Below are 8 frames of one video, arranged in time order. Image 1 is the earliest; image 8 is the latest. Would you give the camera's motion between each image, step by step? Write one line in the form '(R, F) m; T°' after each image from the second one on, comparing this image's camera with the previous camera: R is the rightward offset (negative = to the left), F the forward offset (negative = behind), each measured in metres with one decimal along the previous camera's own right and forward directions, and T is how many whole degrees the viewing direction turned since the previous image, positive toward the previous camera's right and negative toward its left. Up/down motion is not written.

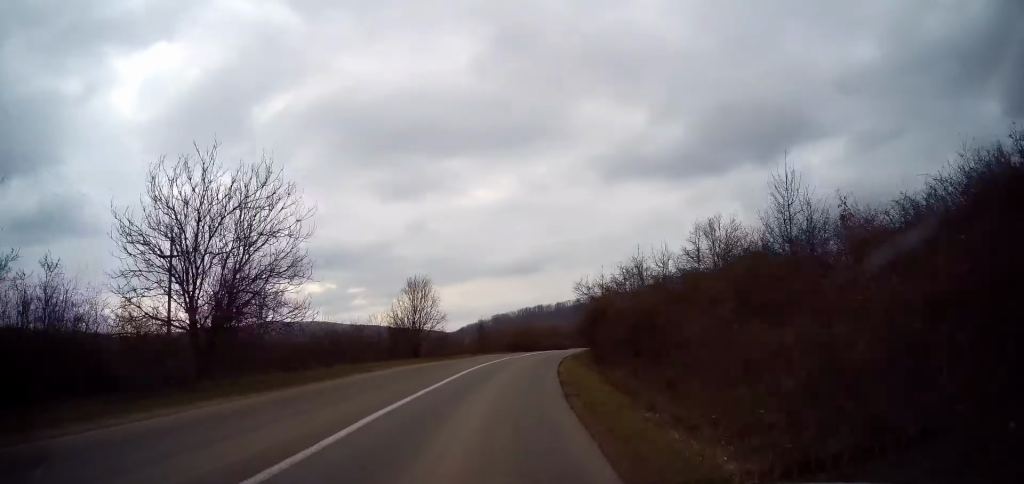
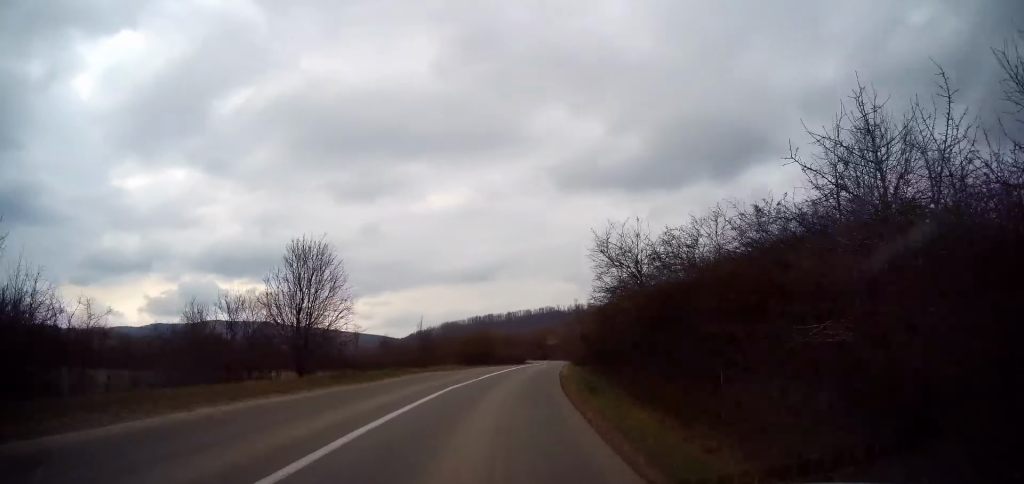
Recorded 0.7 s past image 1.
(+0.4, +14.6) m; +5°
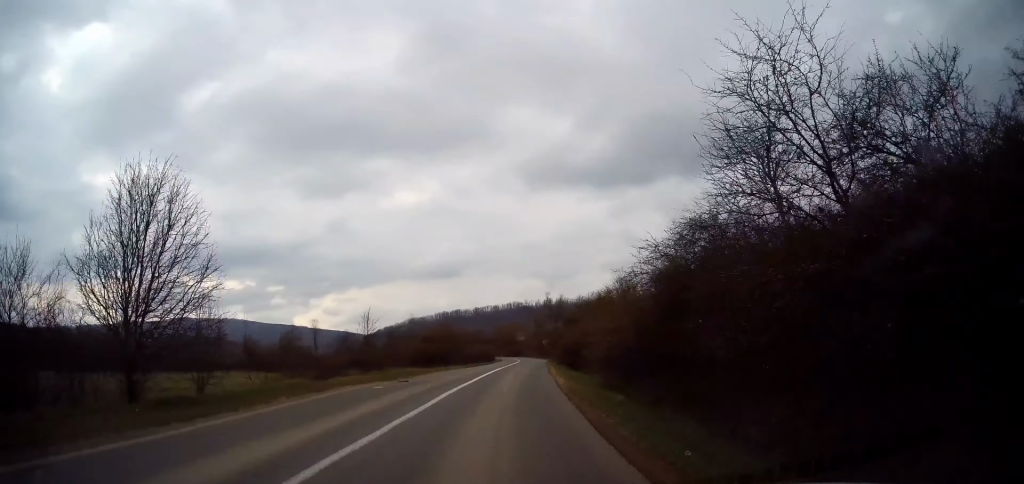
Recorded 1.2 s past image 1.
(+0.4, +9.4) m; +3°
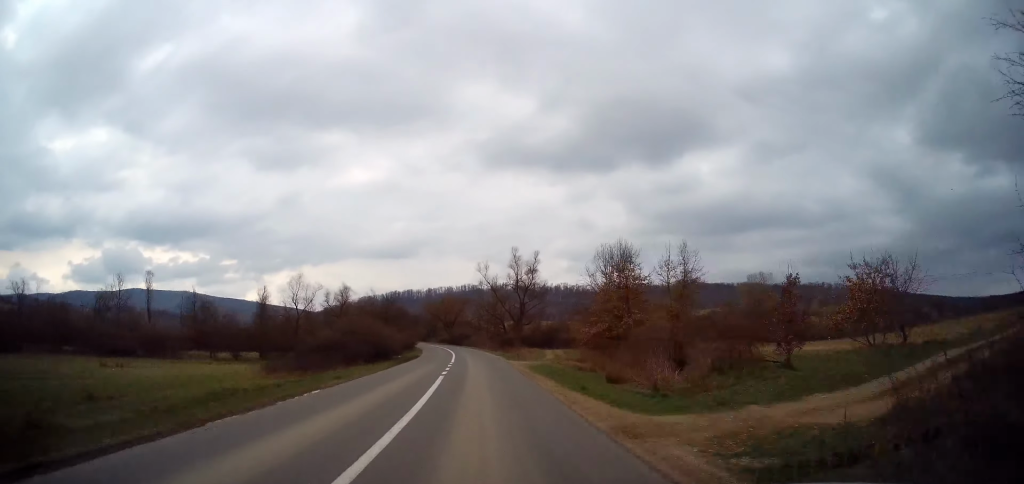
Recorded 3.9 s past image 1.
(+3.8, +54.6) m; +3°
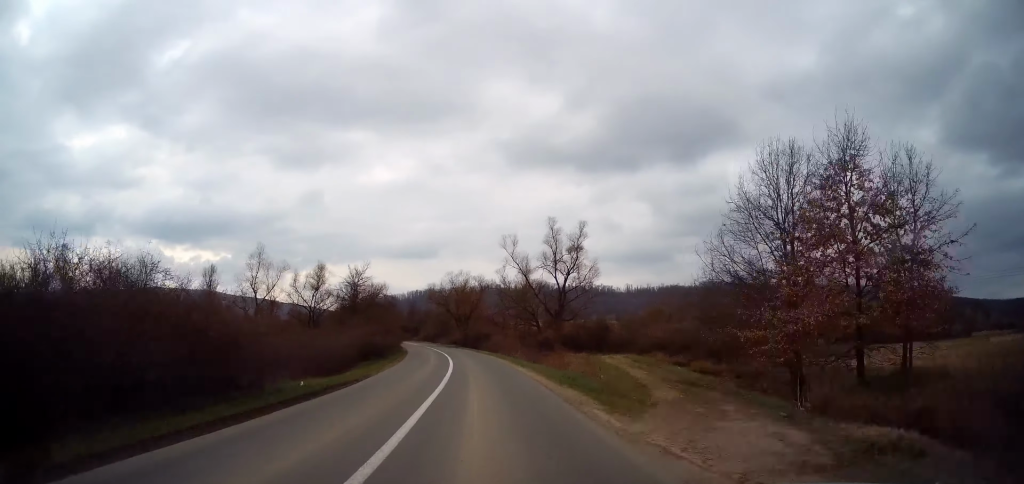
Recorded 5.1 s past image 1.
(-0.3, +26.4) m; -2°
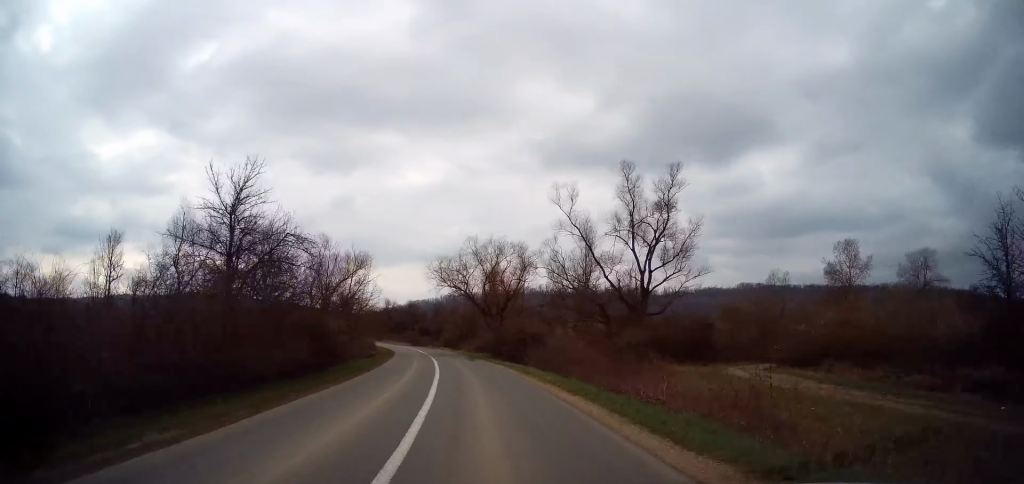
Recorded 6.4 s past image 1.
(-0.5, +25.9) m; -3°
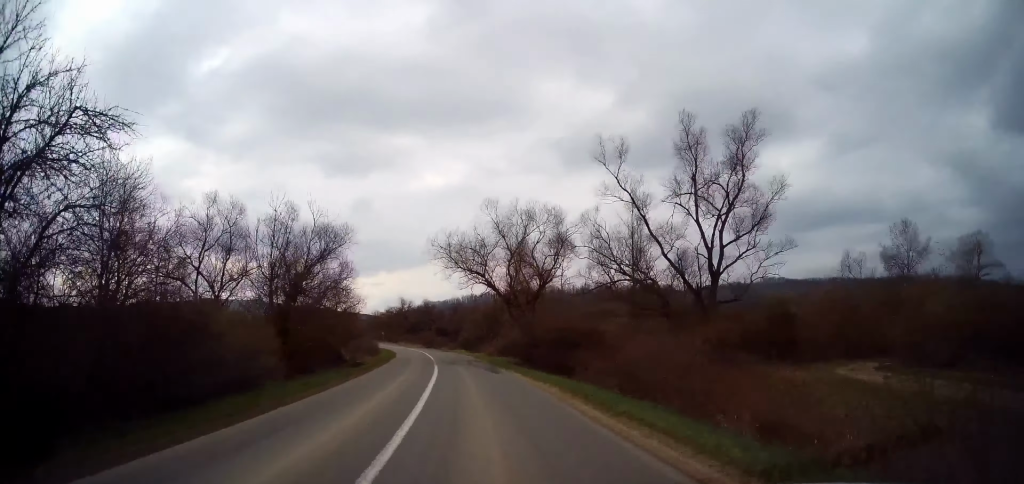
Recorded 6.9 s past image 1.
(-0.2, +11.2) m; -2°
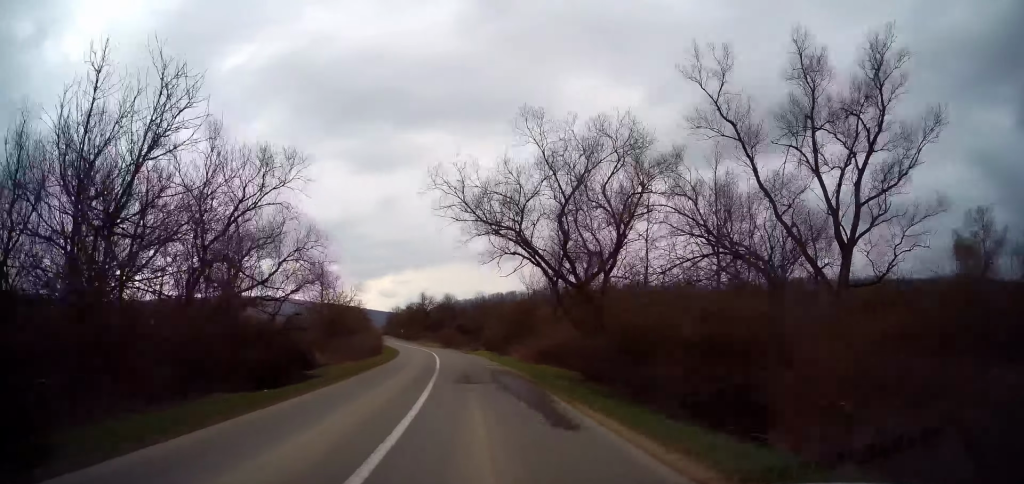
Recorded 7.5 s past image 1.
(-0.1, +12.7) m; -3°
